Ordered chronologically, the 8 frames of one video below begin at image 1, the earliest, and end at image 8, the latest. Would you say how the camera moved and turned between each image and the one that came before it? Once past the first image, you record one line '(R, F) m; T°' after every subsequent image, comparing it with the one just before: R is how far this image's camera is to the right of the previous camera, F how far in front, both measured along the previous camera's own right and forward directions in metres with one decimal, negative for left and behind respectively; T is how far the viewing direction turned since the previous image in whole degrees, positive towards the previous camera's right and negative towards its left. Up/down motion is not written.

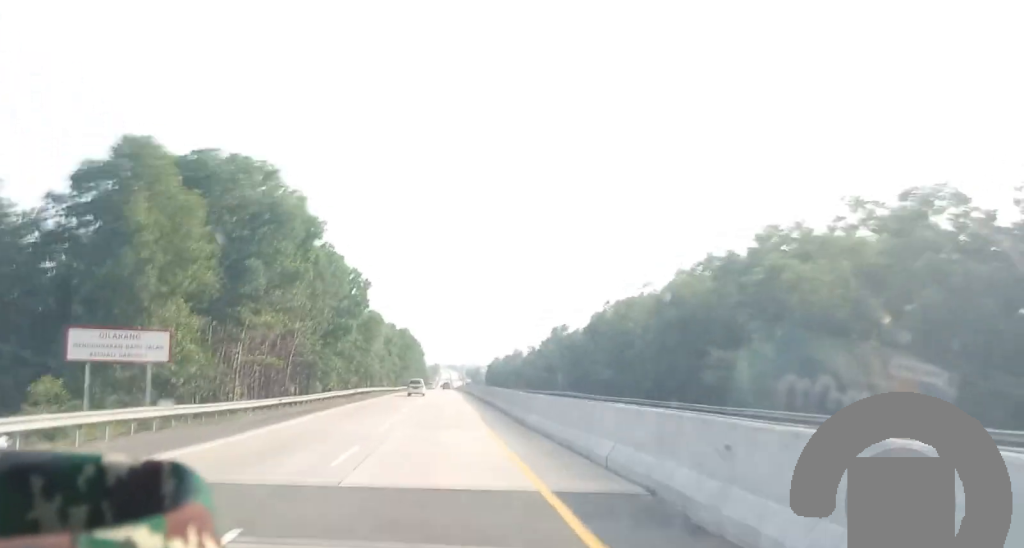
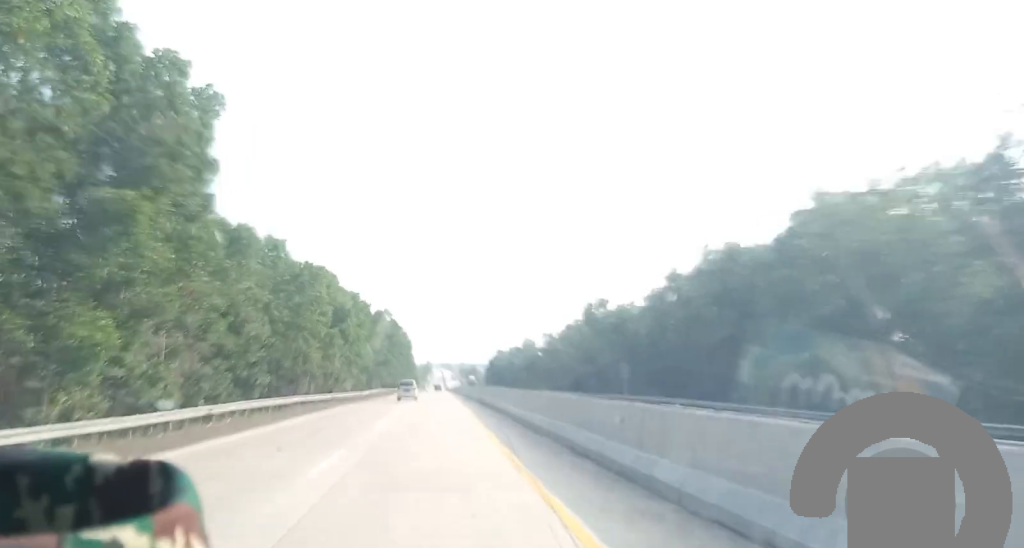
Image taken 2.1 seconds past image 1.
(-0.7, +46.6) m; -3°
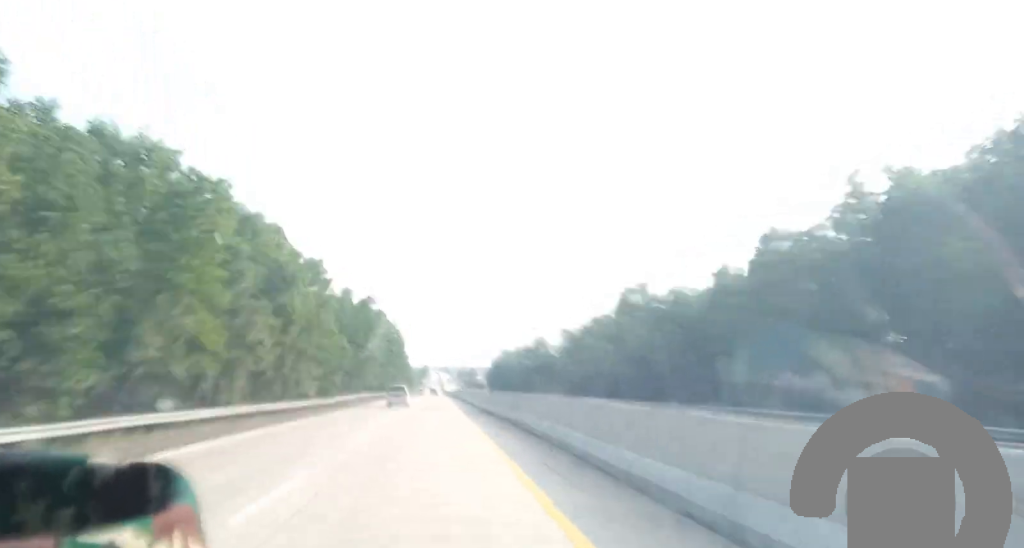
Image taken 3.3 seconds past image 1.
(-0.3, +25.3) m; +1°
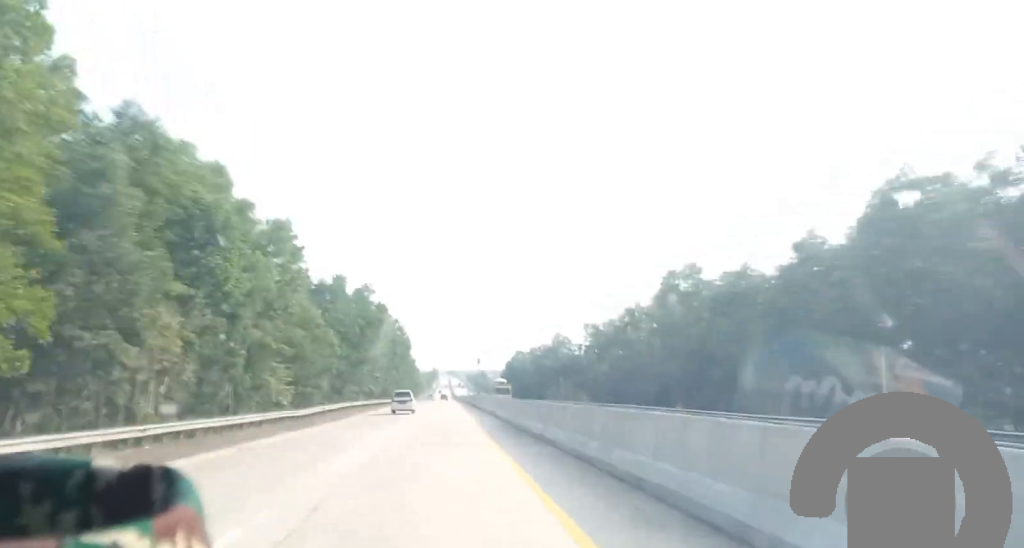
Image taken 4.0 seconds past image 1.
(+0.2, +18.9) m; +2°
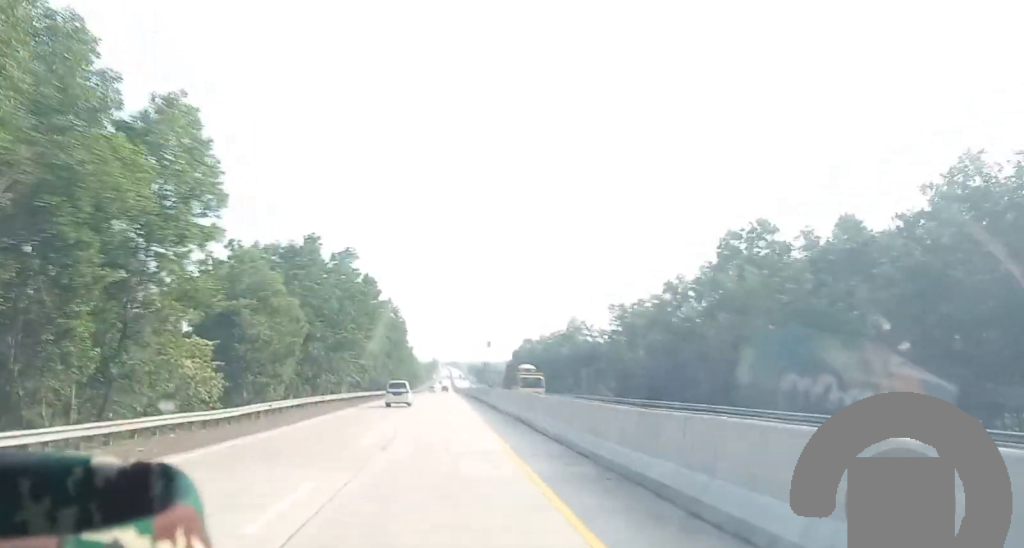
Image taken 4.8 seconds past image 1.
(+0.5, +24.7) m; +1°
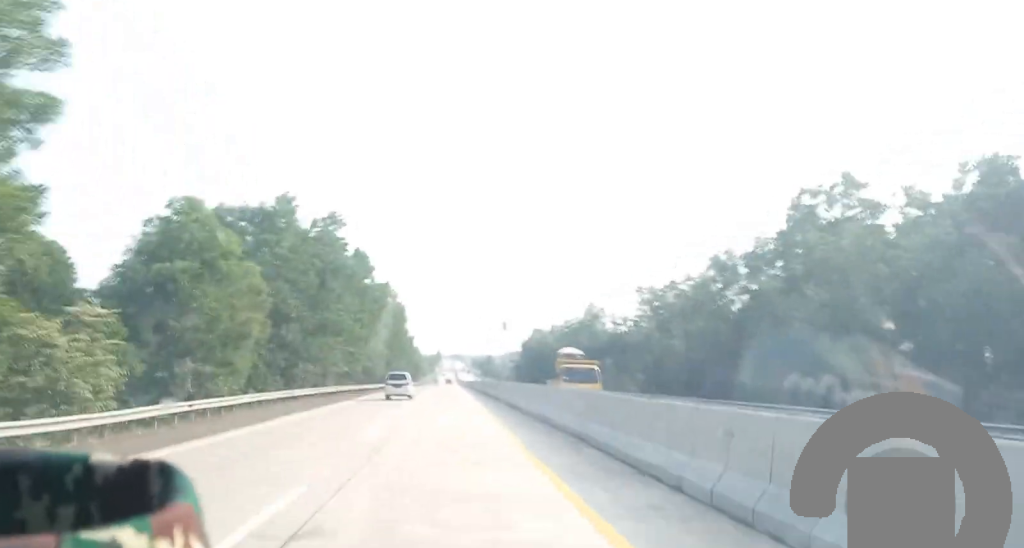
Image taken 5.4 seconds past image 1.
(+0.1, +16.8) m; 0°
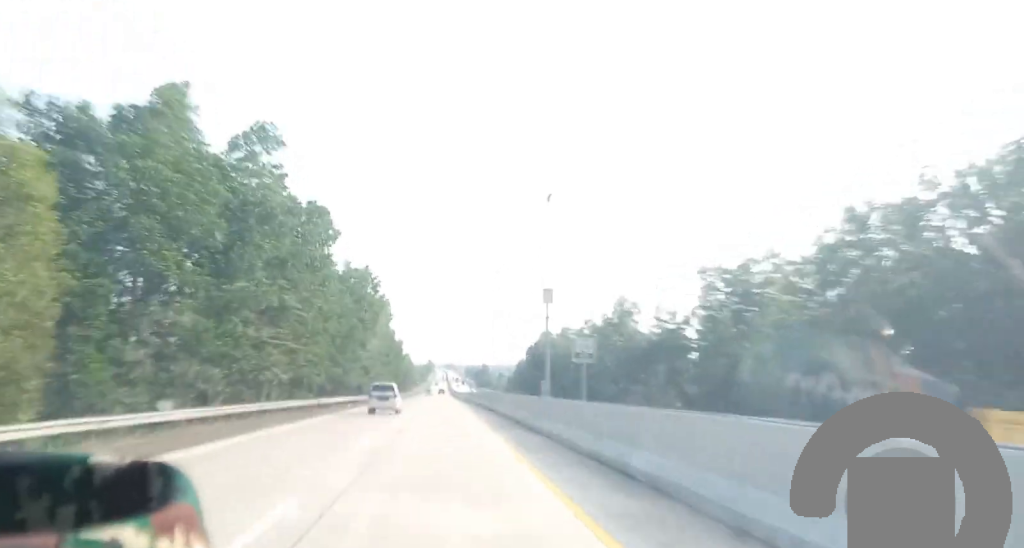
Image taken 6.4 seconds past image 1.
(0.0, +28.5) m; 0°
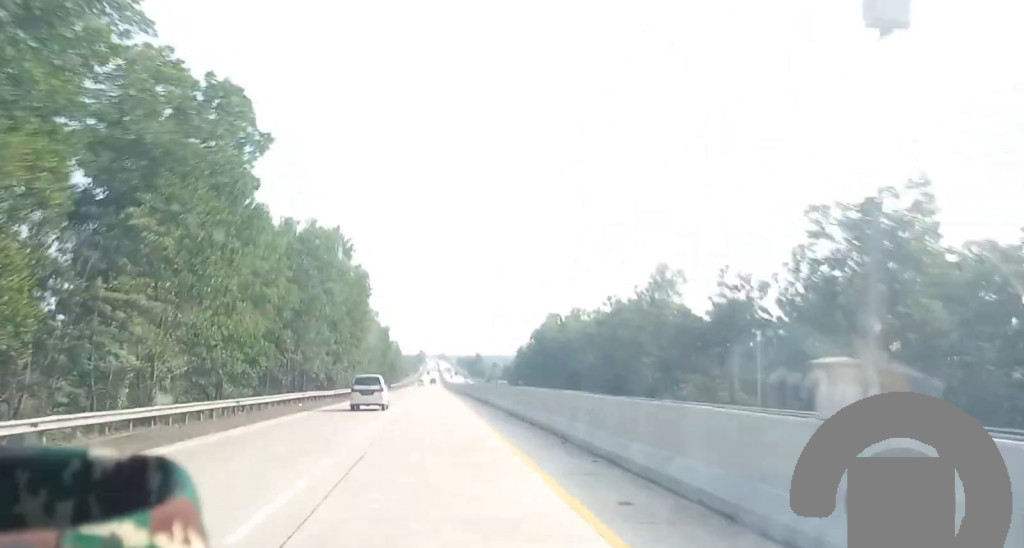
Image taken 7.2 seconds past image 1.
(-0.1, +22.5) m; -1°
